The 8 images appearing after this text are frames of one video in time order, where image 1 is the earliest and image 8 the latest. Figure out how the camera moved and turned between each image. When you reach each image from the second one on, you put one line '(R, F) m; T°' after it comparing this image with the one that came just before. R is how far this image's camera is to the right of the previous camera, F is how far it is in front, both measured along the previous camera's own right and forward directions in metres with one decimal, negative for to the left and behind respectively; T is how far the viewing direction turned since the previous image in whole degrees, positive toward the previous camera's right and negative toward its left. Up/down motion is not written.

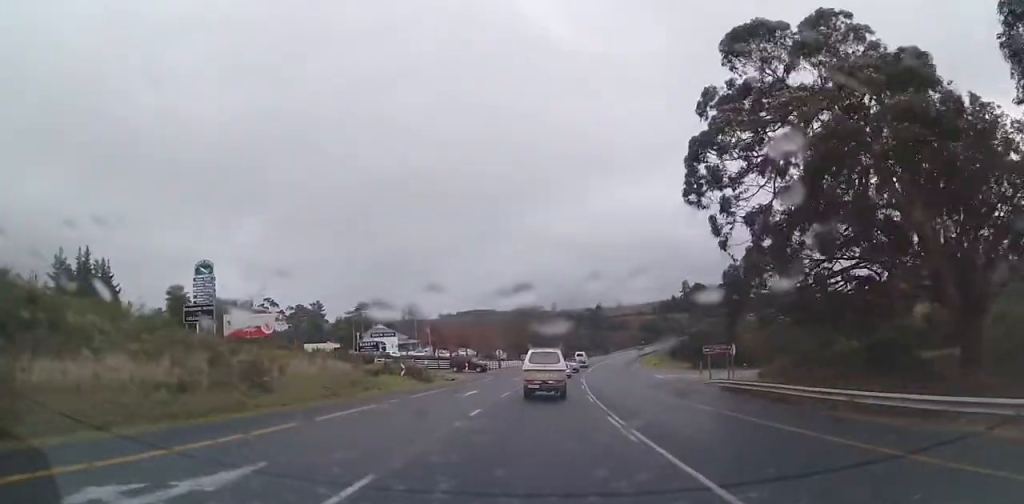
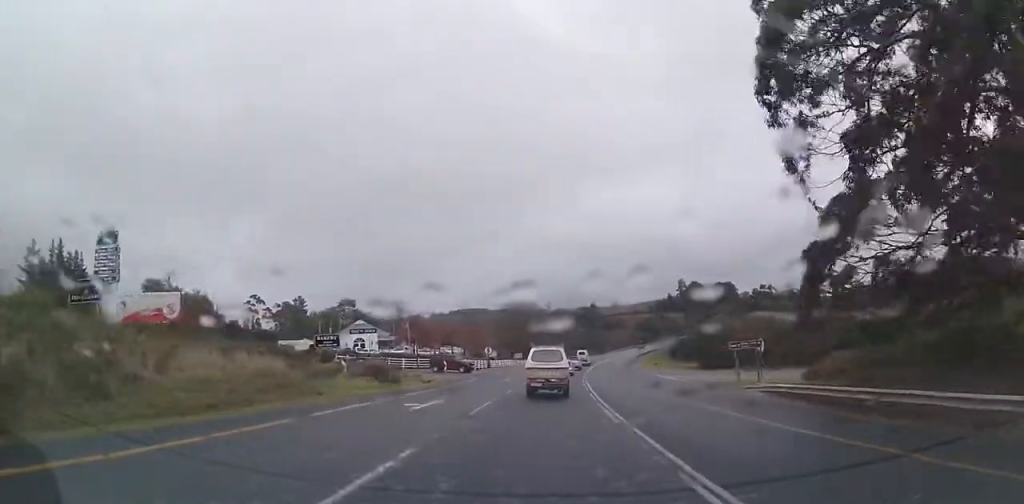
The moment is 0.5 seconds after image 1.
(0.0, +9.1) m; 0°
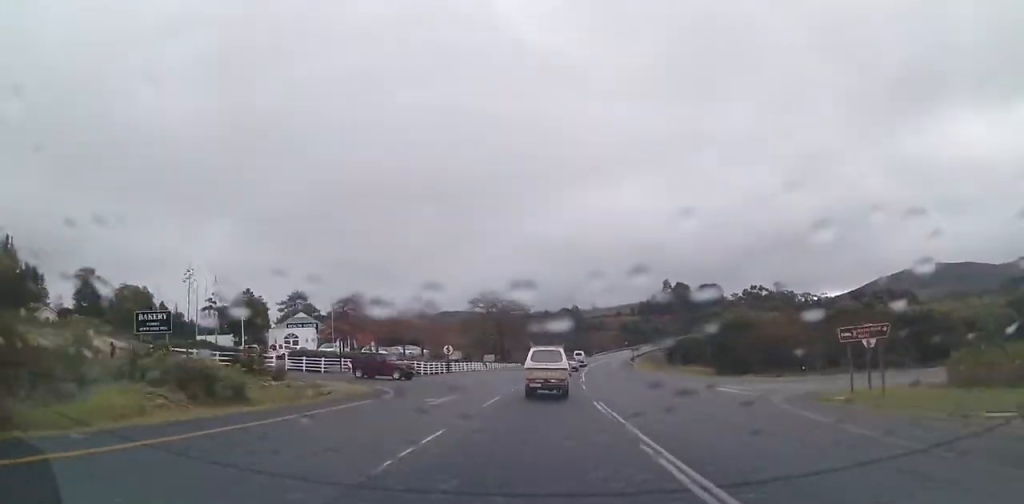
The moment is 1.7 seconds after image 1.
(-0.1, +19.7) m; +1°
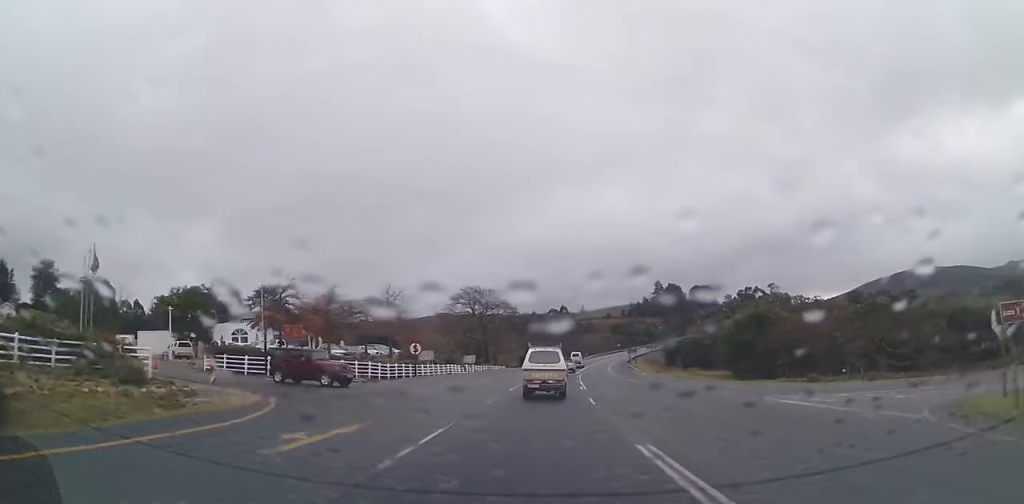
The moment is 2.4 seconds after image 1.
(+0.1, +11.2) m; +1°
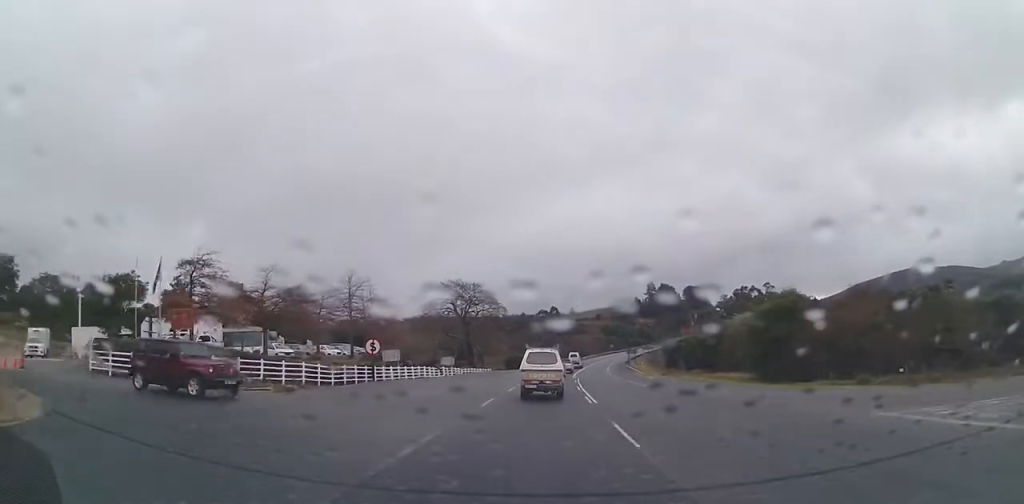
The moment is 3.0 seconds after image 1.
(+0.2, +10.6) m; +2°
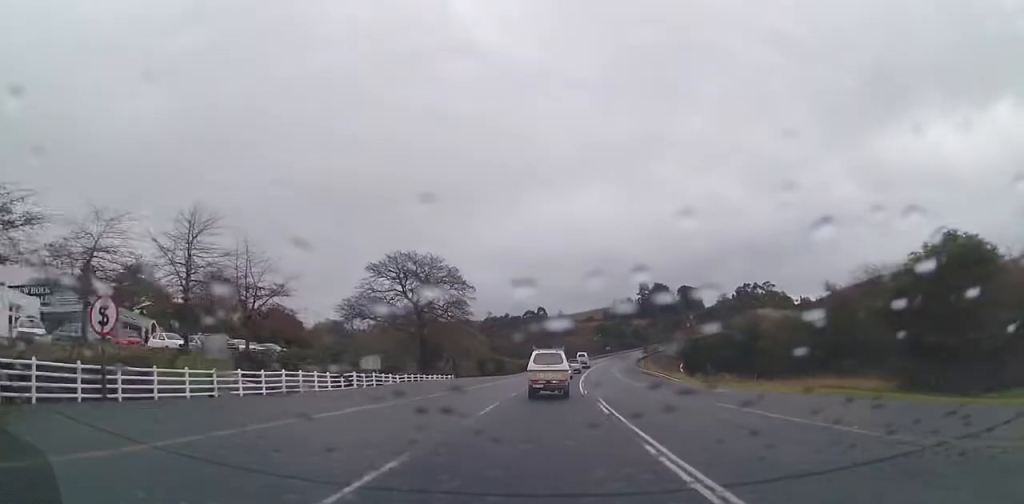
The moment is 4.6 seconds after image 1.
(+0.7, +26.7) m; +3°
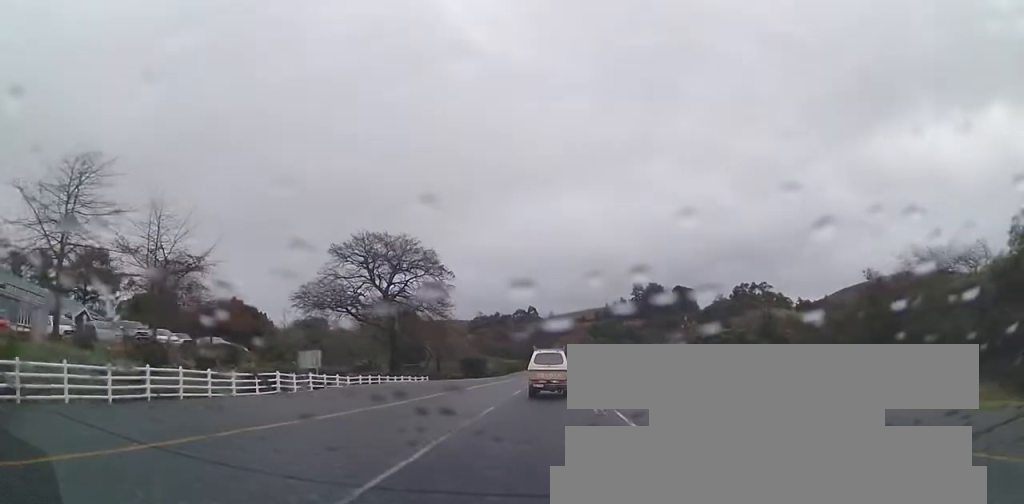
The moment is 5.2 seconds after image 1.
(0.0, +9.9) m; +1°
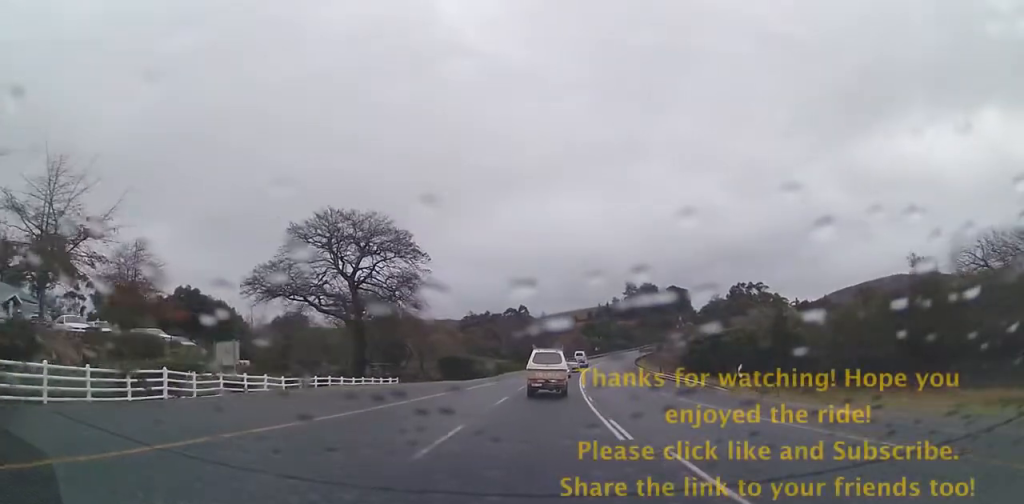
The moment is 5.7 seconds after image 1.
(+0.1, +8.2) m; 0°
